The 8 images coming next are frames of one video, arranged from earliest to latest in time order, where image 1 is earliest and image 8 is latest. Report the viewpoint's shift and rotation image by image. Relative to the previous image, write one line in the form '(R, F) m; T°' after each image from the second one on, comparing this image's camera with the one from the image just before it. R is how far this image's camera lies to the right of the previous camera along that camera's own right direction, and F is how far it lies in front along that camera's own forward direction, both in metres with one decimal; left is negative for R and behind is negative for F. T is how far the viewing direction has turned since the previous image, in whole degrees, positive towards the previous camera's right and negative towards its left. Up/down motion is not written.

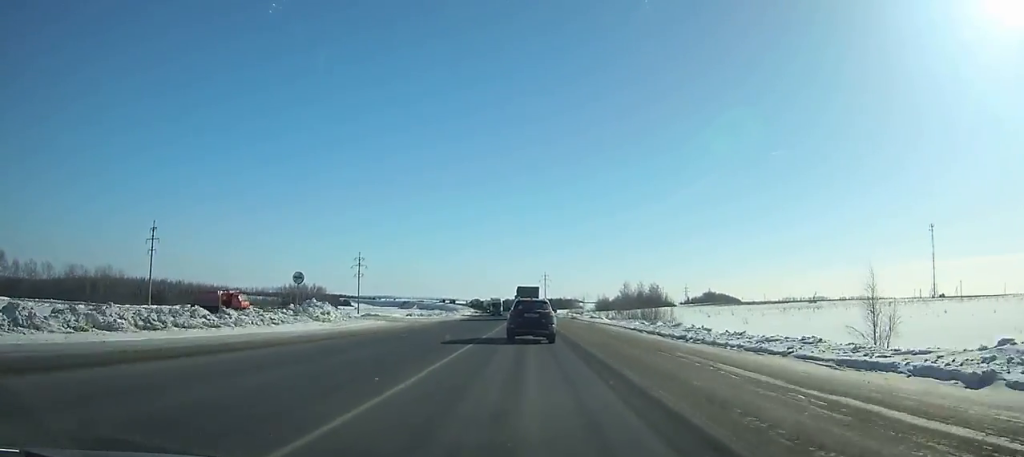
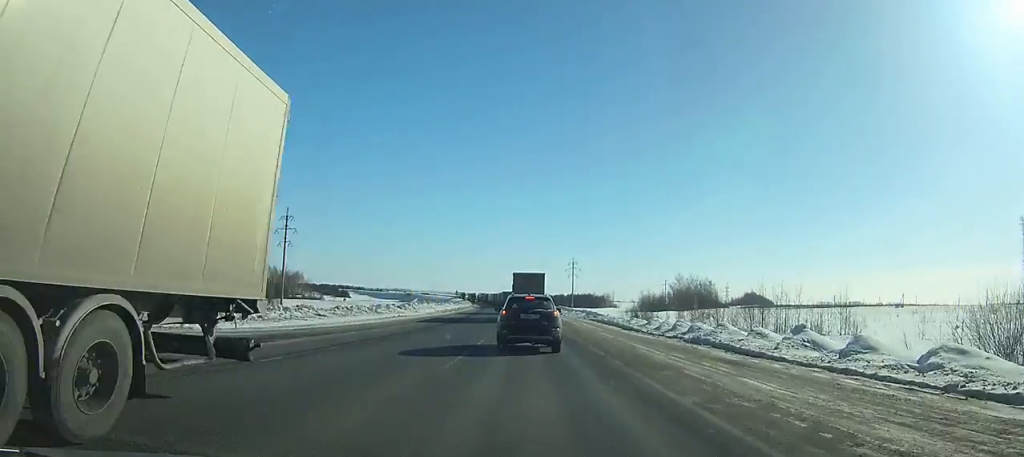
(-1.4, +78.1) m; -1°
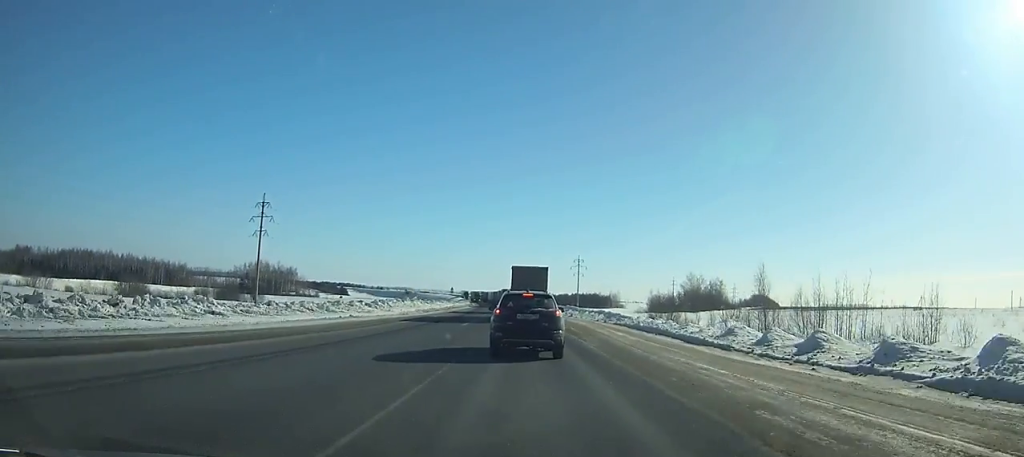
(+0.1, +12.7) m; 0°
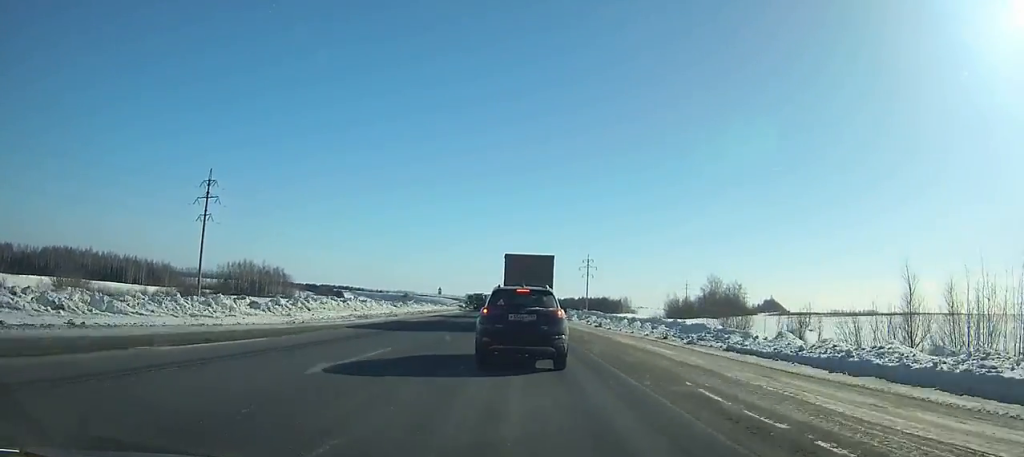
(+0.2, +24.1) m; +1°
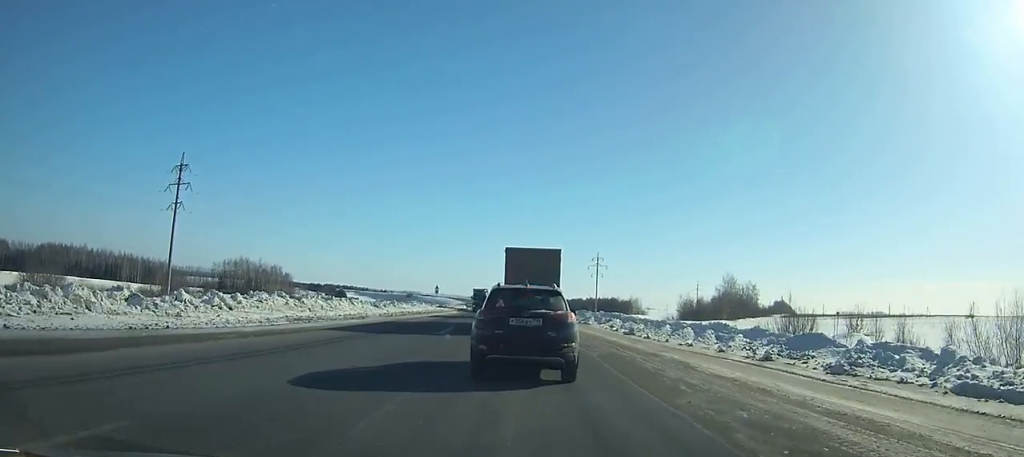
(+0.2, +12.9) m; 0°
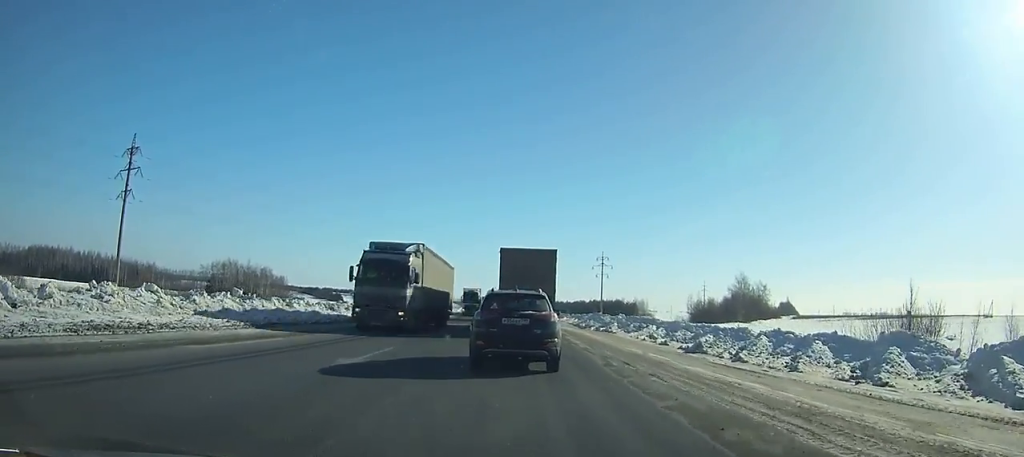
(-0.4, +17.2) m; -4°
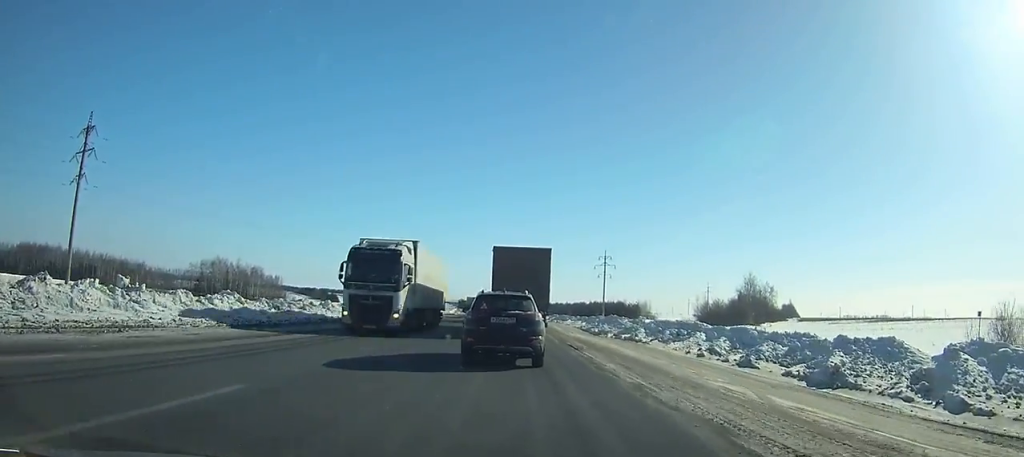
(-0.5, +9.2) m; -3°
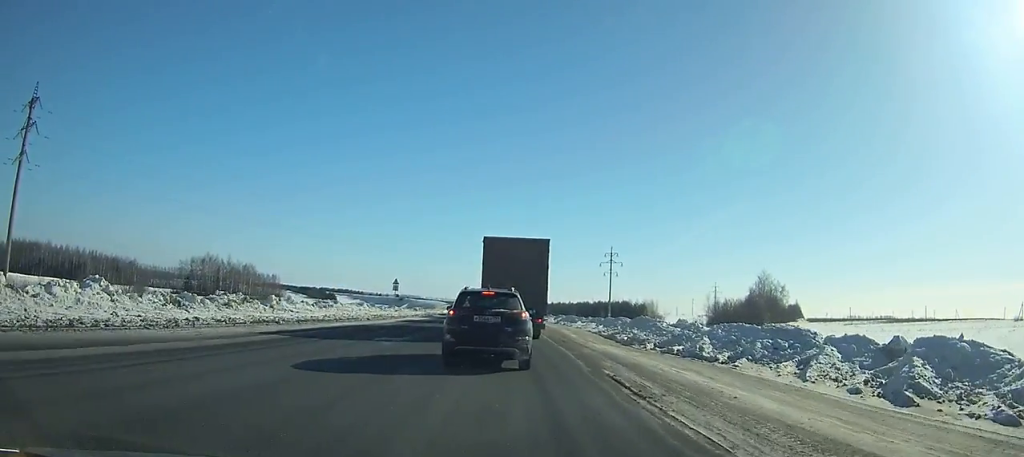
(-0.1, +7.9) m; +1°
